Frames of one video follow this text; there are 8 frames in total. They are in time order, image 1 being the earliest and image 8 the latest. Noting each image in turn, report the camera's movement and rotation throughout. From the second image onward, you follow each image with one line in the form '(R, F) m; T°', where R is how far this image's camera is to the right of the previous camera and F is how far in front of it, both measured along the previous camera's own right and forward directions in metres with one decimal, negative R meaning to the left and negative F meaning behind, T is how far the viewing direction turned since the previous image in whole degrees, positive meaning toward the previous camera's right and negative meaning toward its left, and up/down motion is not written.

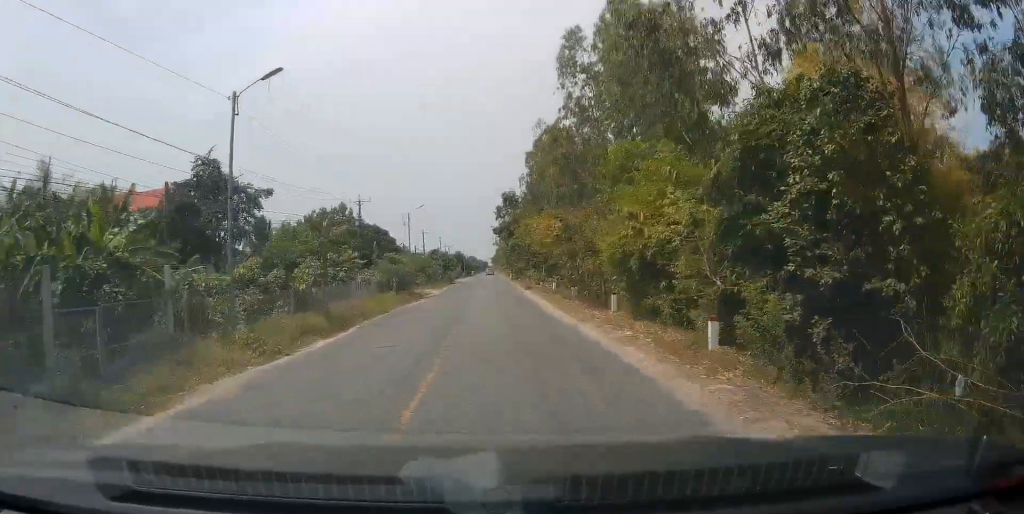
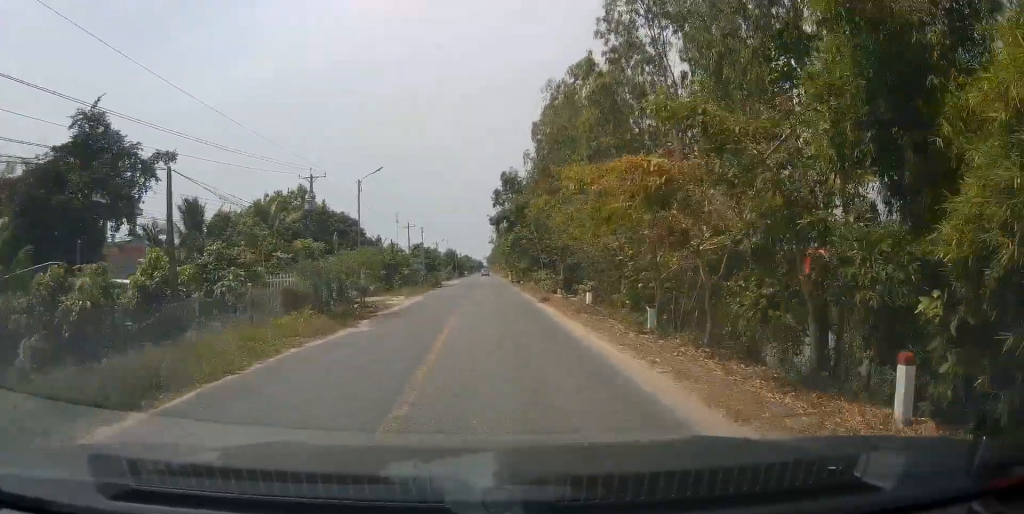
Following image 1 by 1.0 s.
(+0.4, +15.6) m; +3°
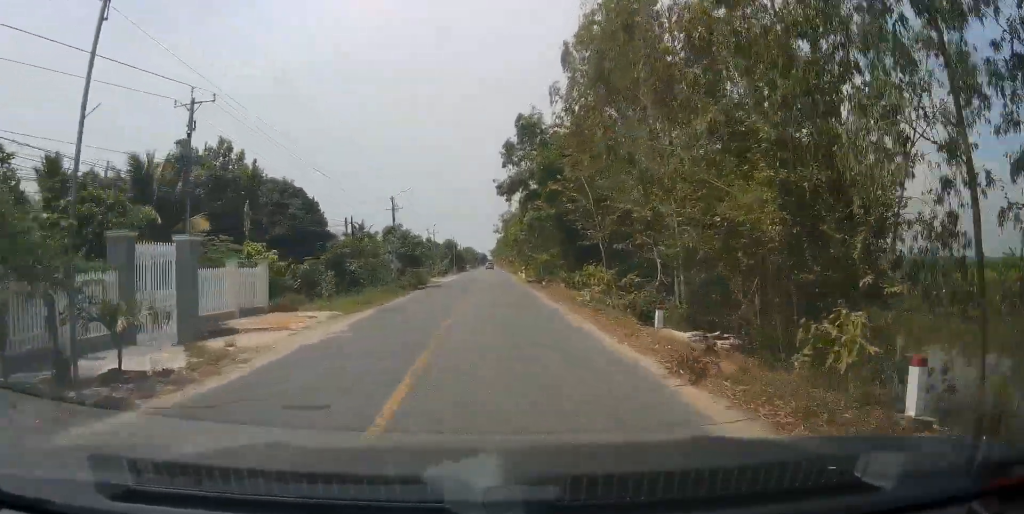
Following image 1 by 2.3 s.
(+0.3, +19.7) m; -1°
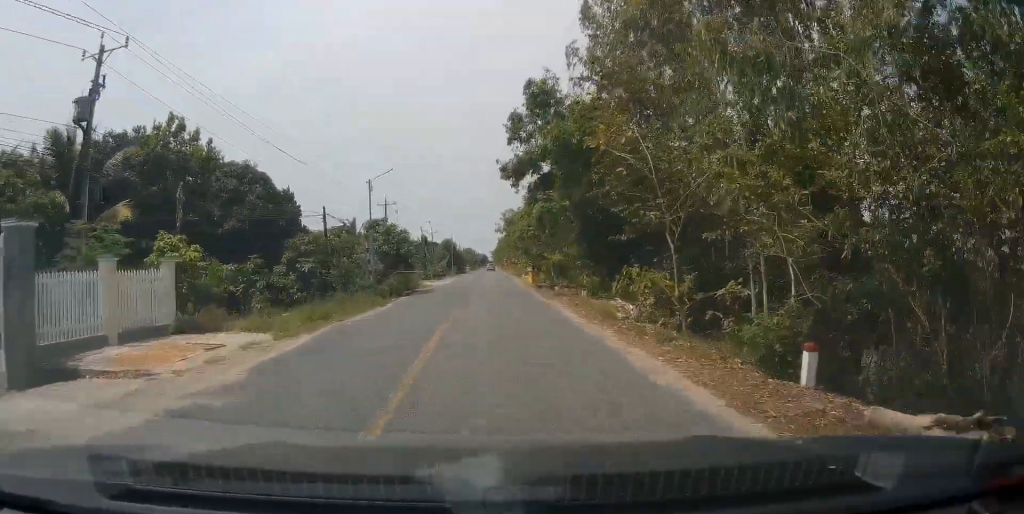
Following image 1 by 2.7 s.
(+0.1, +7.1) m; -1°
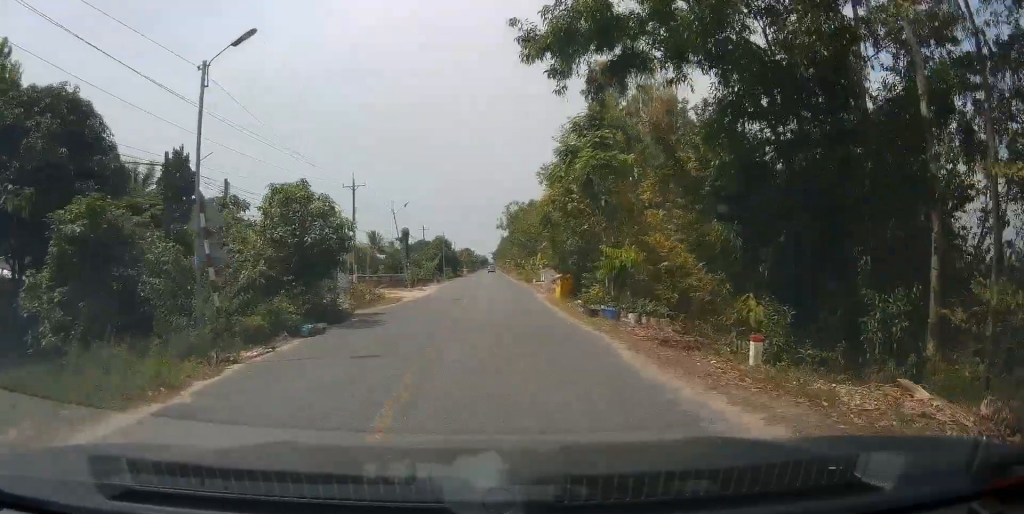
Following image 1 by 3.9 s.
(-0.6, +18.1) m; -2°
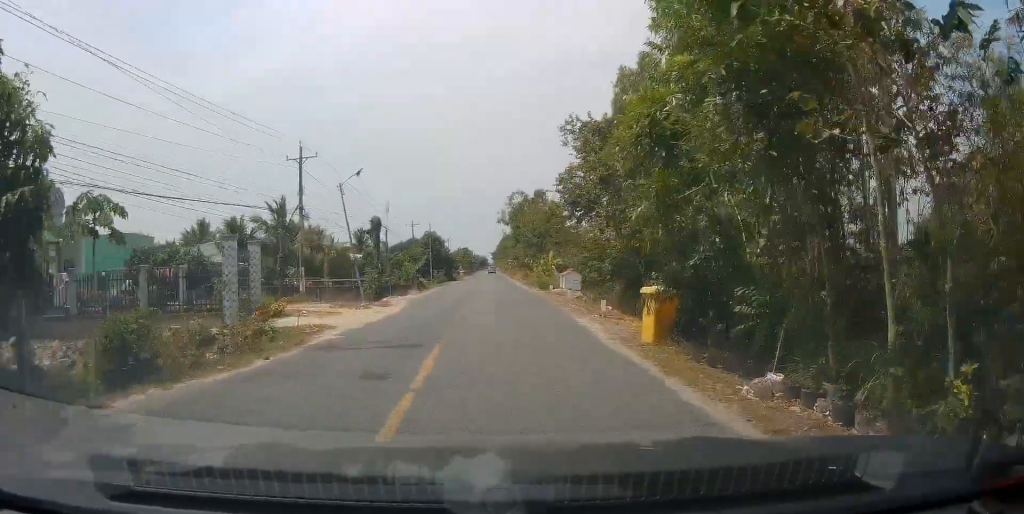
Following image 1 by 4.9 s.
(0.0, +16.0) m; +1°
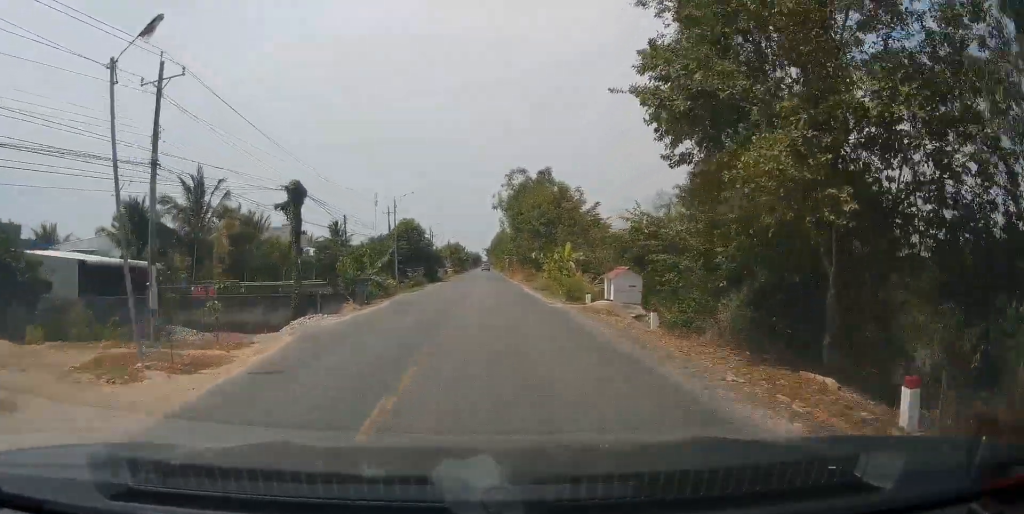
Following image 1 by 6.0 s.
(+0.3, +18.2) m; +1°
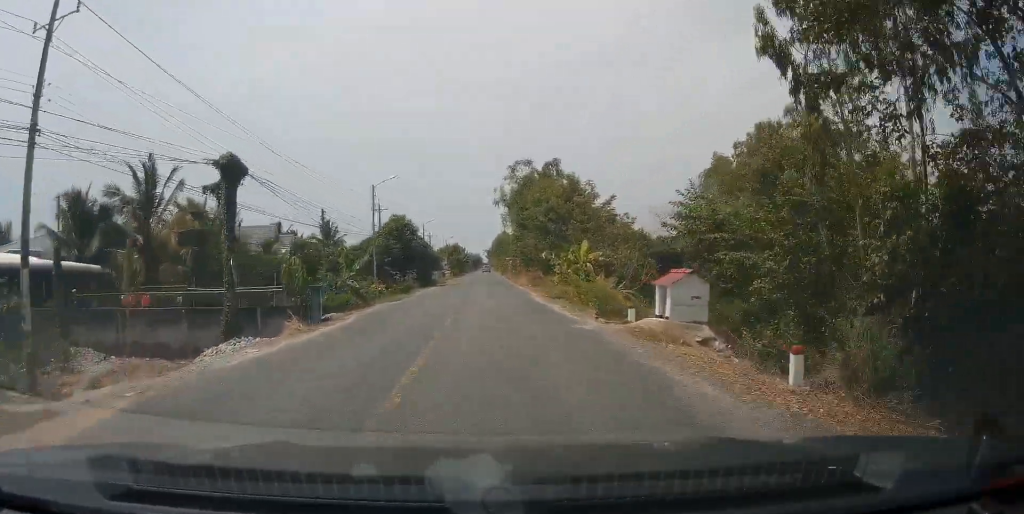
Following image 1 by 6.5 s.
(+0.1, +7.8) m; 0°
